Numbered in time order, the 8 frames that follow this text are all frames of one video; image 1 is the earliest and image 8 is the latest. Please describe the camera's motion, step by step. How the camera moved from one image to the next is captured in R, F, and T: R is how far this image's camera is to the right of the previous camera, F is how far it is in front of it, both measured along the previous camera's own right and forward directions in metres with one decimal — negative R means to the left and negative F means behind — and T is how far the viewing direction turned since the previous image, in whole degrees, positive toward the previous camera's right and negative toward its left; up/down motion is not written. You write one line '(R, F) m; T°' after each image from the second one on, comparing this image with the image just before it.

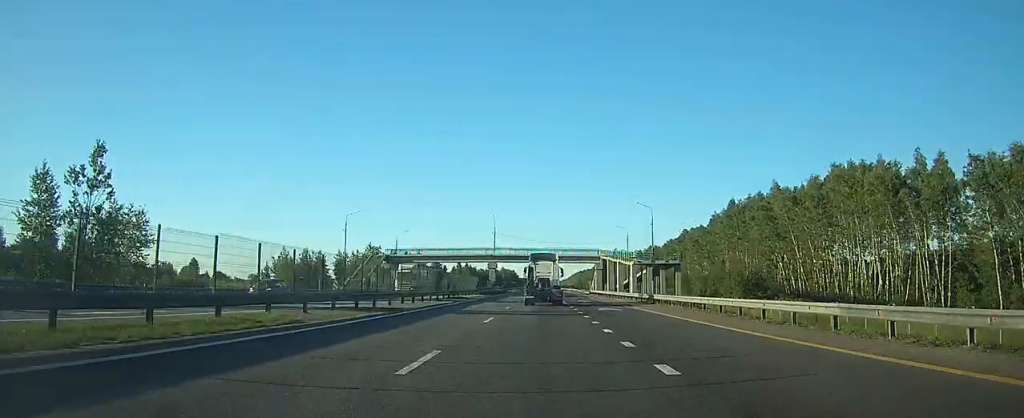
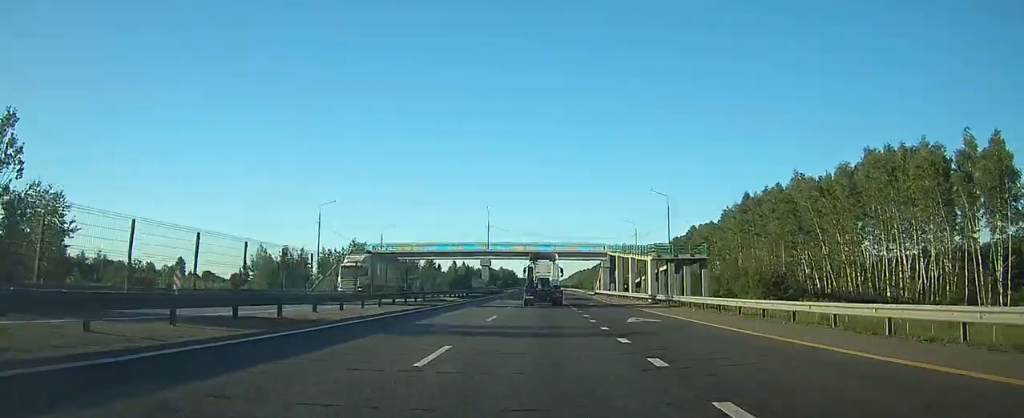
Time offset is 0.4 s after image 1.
(0.0, +11.1) m; 0°
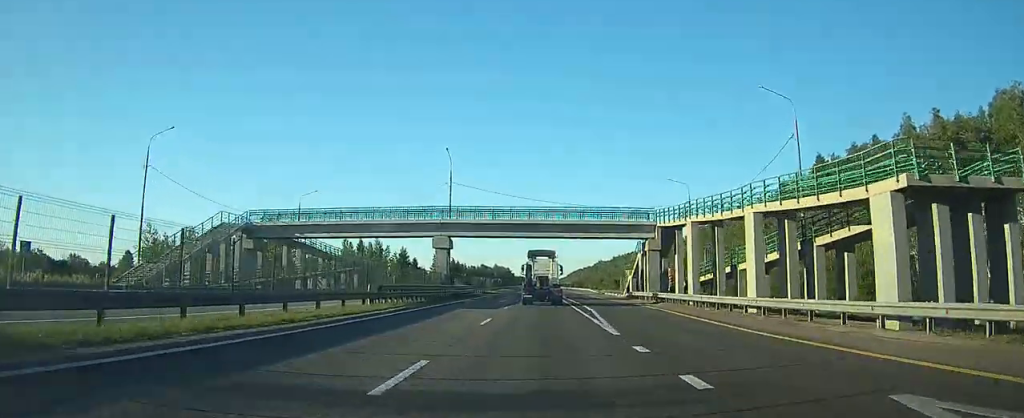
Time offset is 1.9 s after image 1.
(0.0, +38.2) m; 0°
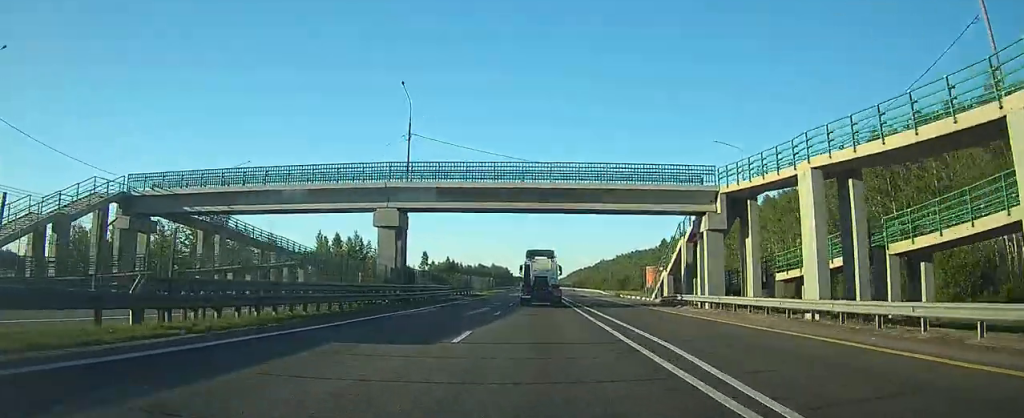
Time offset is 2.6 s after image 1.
(0.0, +17.9) m; 0°
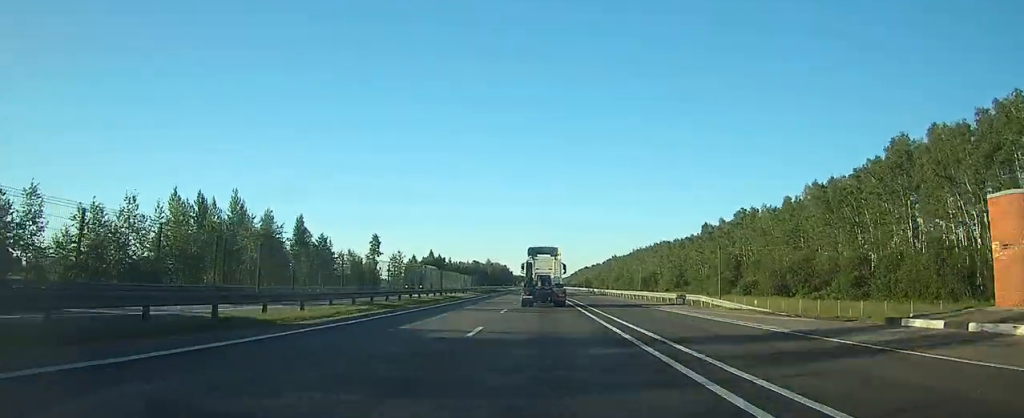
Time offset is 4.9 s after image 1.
(+0.1, +58.0) m; 0°
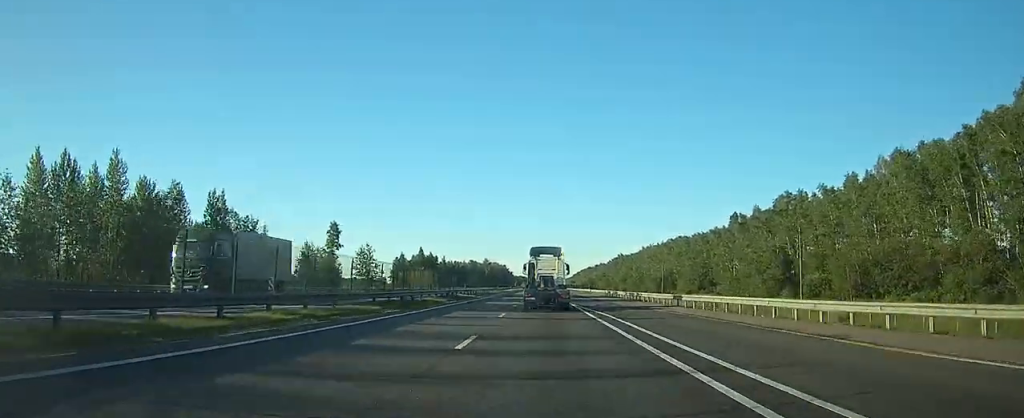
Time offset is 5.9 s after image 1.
(+0.2, +26.6) m; 0°
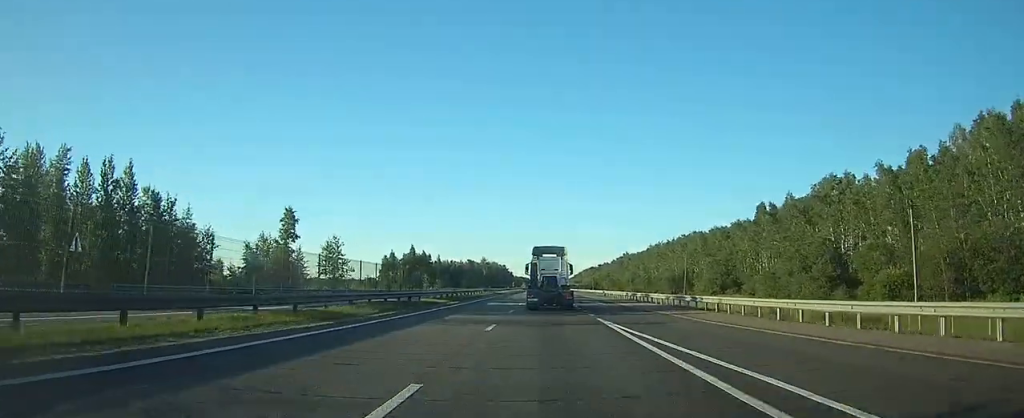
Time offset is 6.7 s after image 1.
(+0.1, +18.9) m; 0°
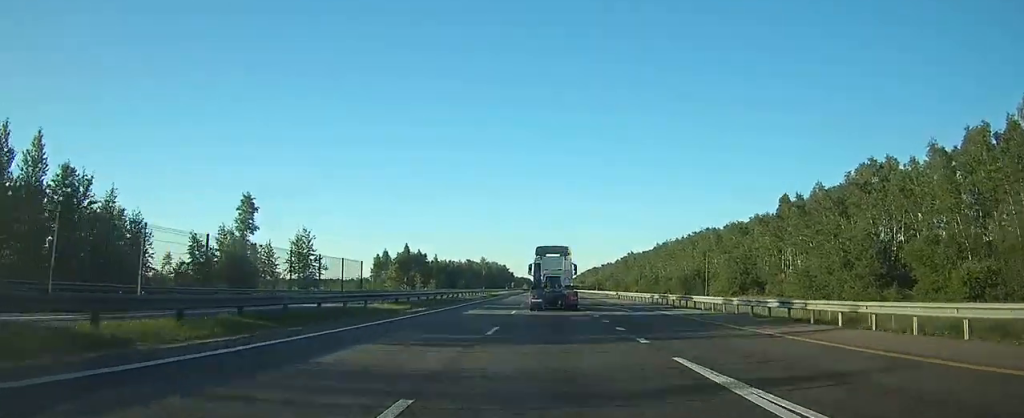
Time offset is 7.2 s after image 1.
(-0.1, +13.0) m; 0°
